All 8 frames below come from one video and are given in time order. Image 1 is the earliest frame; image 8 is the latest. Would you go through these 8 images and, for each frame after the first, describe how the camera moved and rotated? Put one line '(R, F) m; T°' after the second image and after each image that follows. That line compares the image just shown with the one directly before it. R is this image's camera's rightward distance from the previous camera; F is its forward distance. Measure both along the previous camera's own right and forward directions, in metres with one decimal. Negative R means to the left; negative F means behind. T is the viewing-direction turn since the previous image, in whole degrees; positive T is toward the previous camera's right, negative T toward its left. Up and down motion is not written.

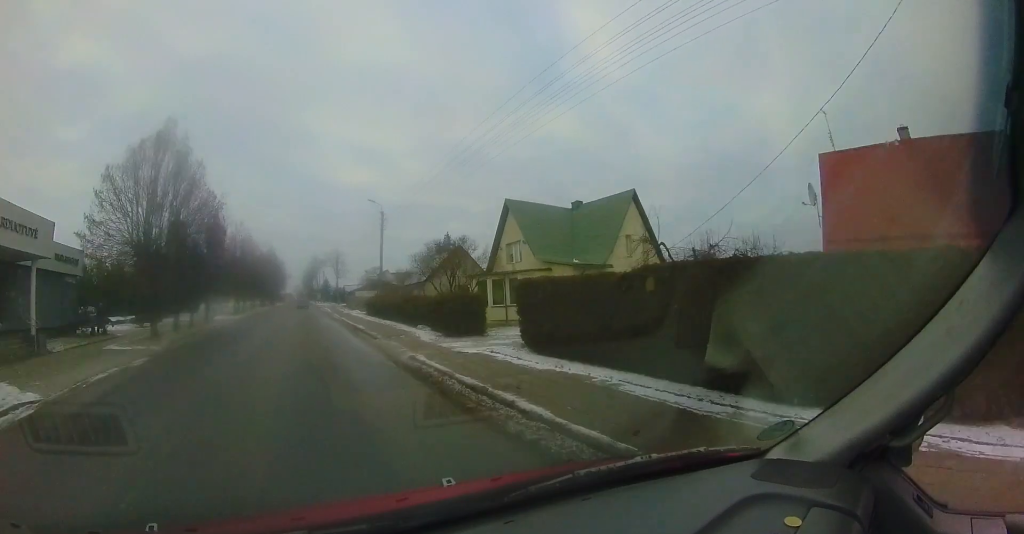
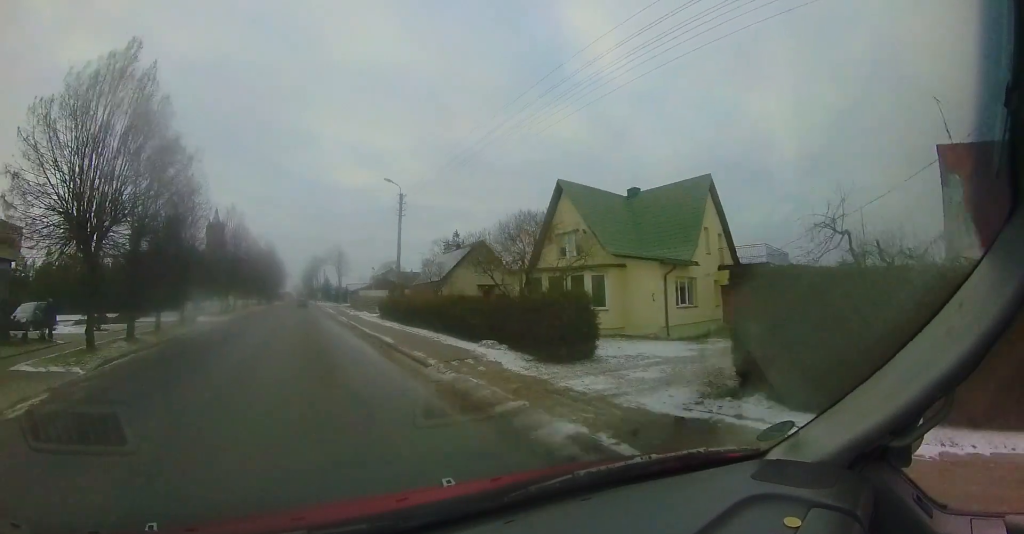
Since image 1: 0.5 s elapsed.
(+0.1, +5.6) m; 0°
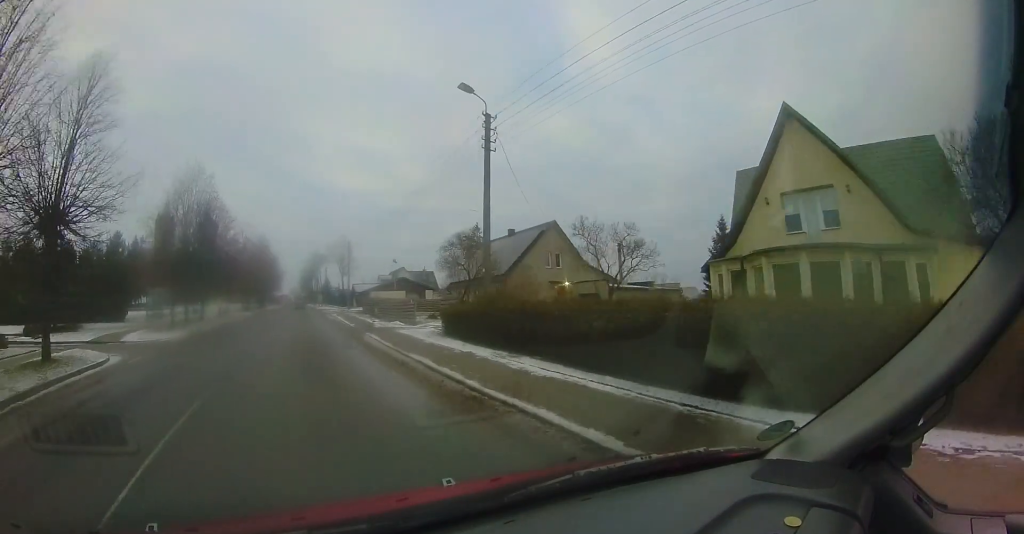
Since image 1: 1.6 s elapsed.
(-0.2, +12.7) m; +1°
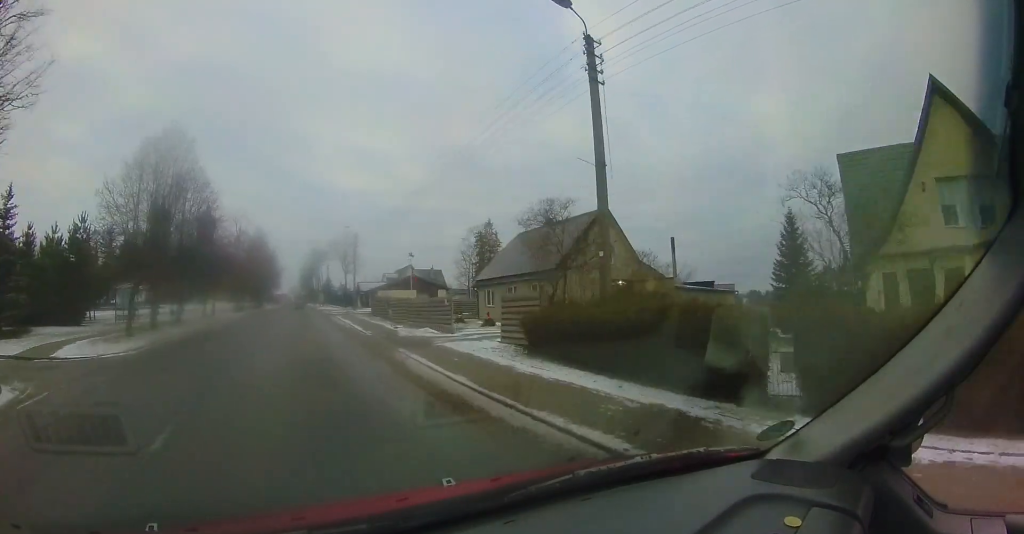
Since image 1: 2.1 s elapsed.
(+0.2, +5.4) m; +1°
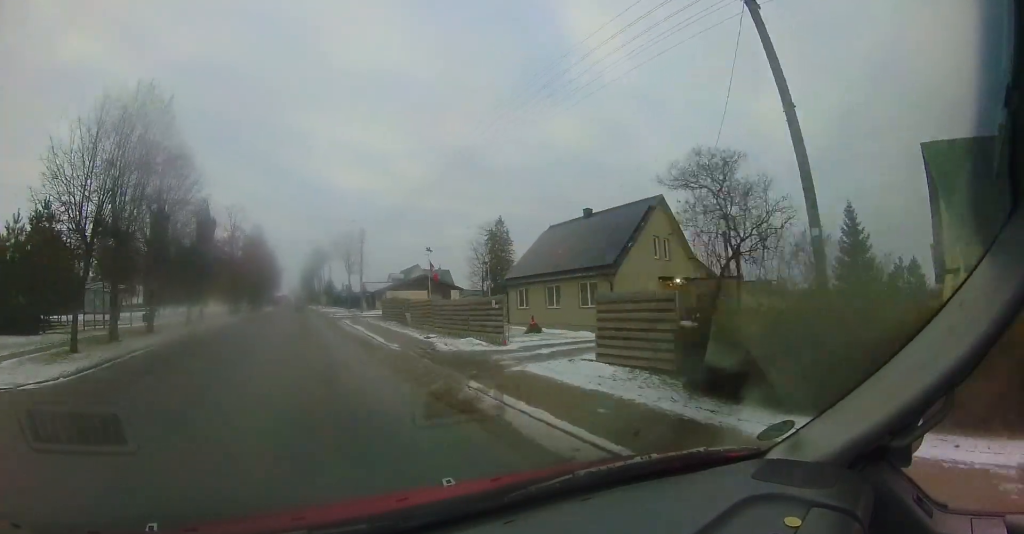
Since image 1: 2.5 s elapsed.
(+0.1, +4.3) m; 0°
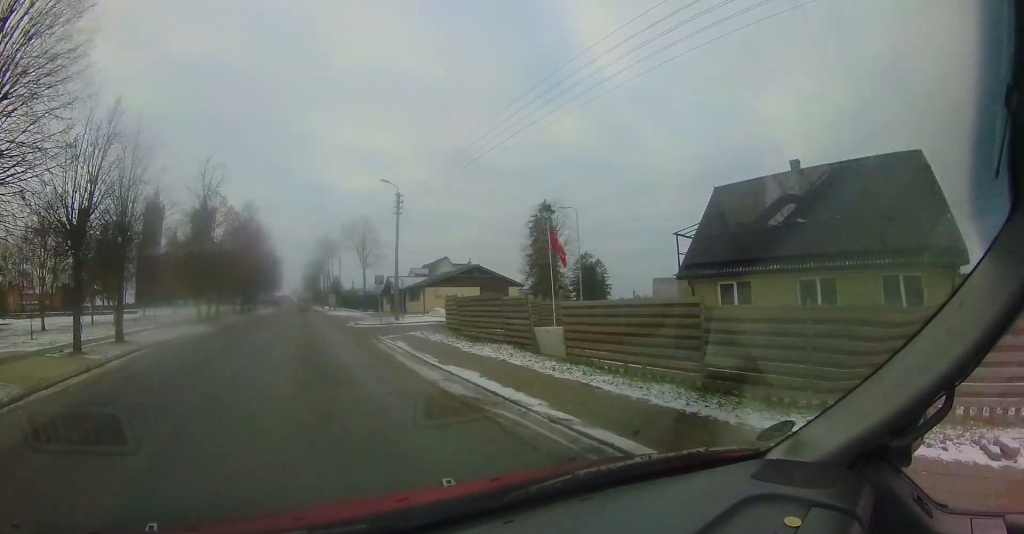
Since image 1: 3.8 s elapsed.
(-0.2, +13.5) m; -1°
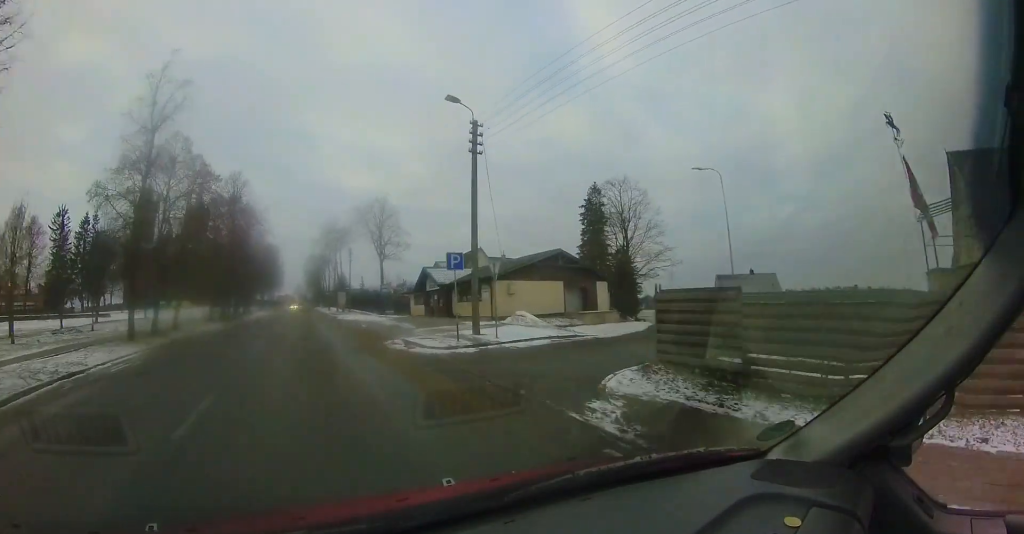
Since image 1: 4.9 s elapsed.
(-0.1, +11.5) m; -1°
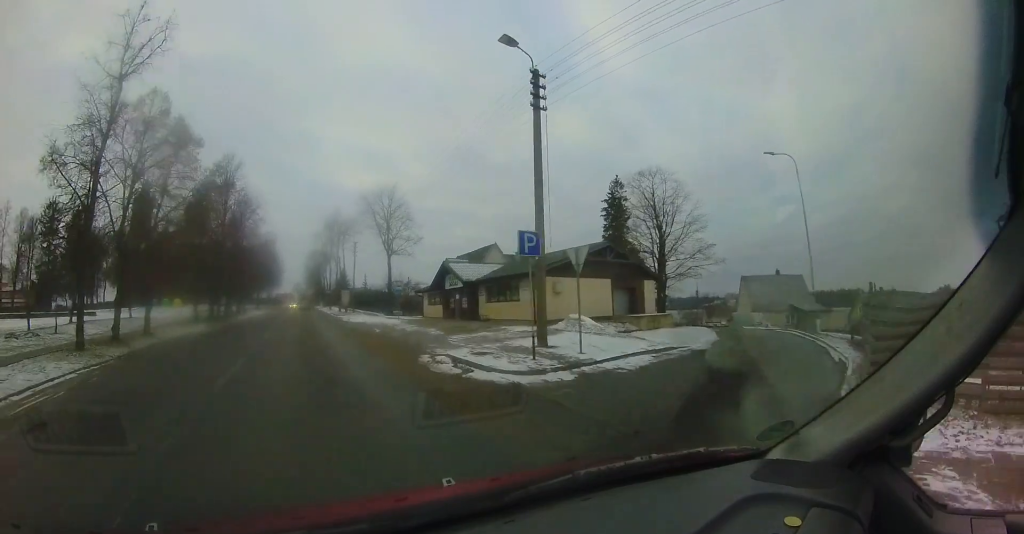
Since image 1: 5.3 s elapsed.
(-0.1, +4.1) m; 0°
